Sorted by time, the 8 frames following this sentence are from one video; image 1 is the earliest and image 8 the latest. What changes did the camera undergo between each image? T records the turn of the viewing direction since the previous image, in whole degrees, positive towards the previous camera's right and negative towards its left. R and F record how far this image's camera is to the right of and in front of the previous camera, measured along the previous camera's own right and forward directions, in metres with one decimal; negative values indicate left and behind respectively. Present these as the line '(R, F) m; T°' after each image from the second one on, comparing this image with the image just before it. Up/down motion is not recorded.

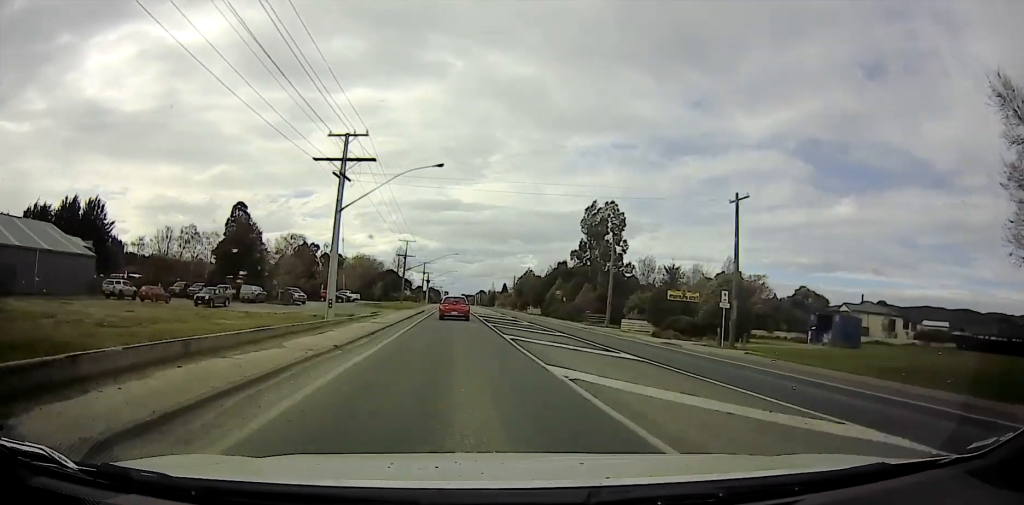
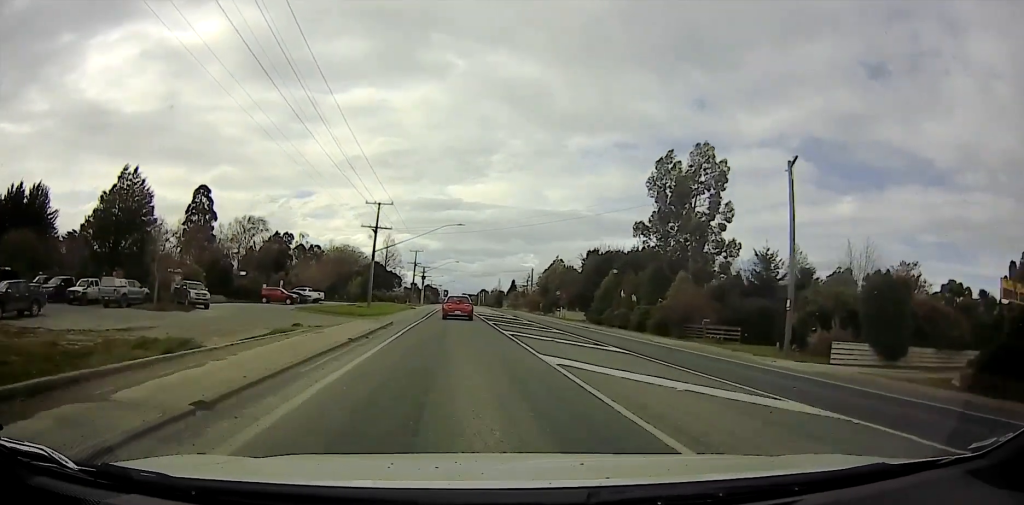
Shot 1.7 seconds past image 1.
(0.0, +33.5) m; 0°
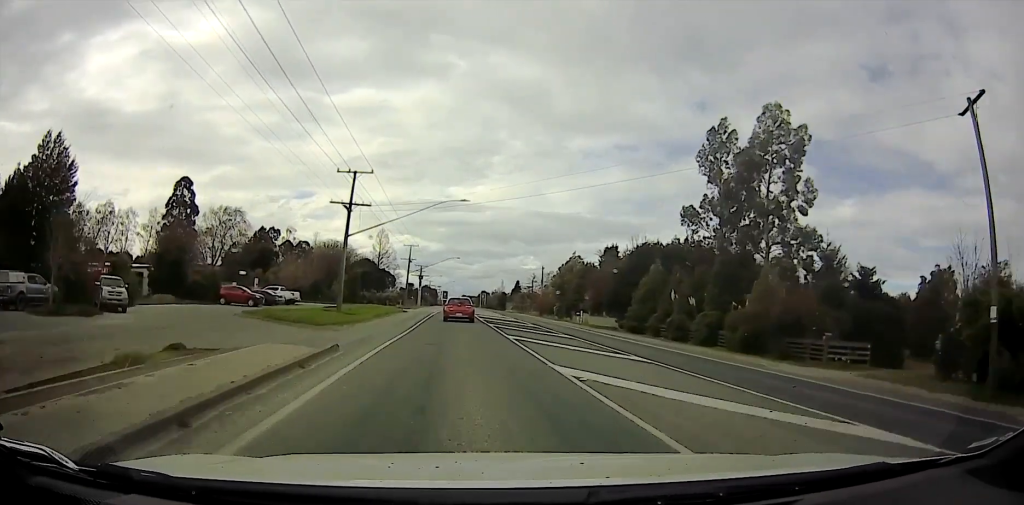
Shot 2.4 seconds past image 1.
(-0.2, +11.9) m; 0°
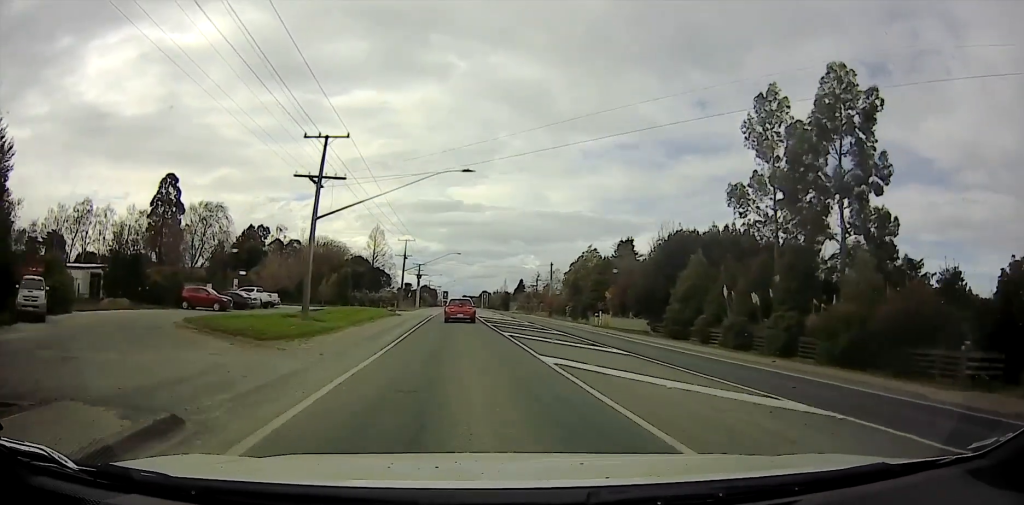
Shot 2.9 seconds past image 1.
(+0.1, +6.5) m; +1°
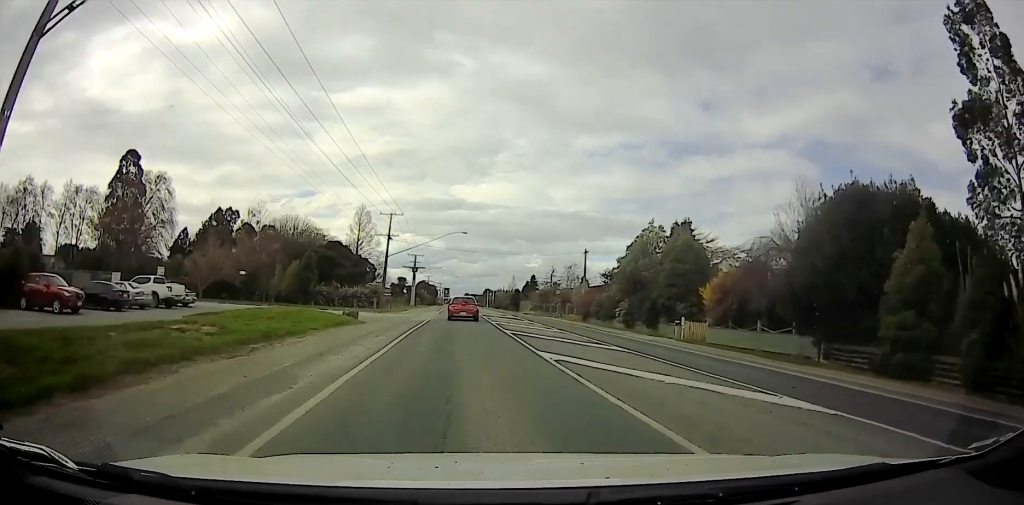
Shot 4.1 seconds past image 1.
(+0.4, +15.5) m; +2°
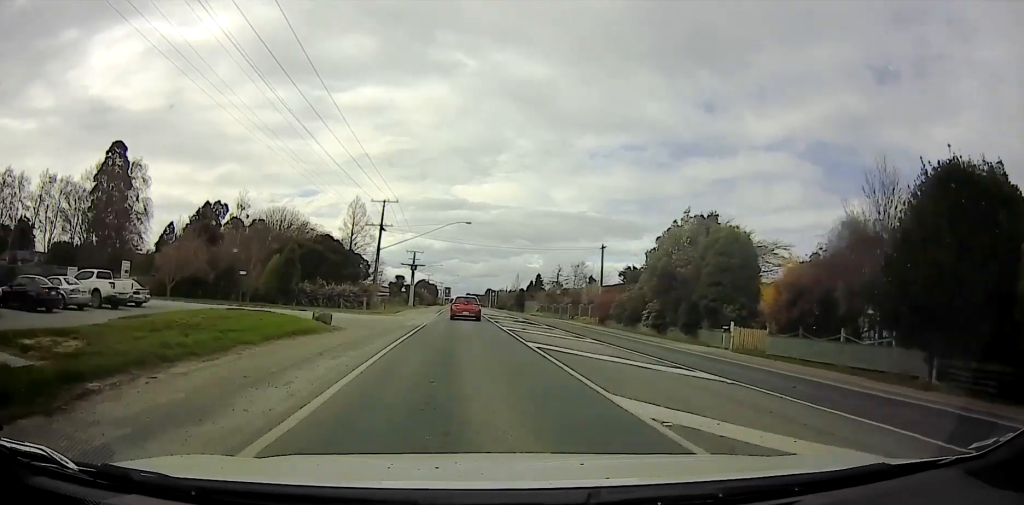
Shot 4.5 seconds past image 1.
(0.0, +5.0) m; 0°
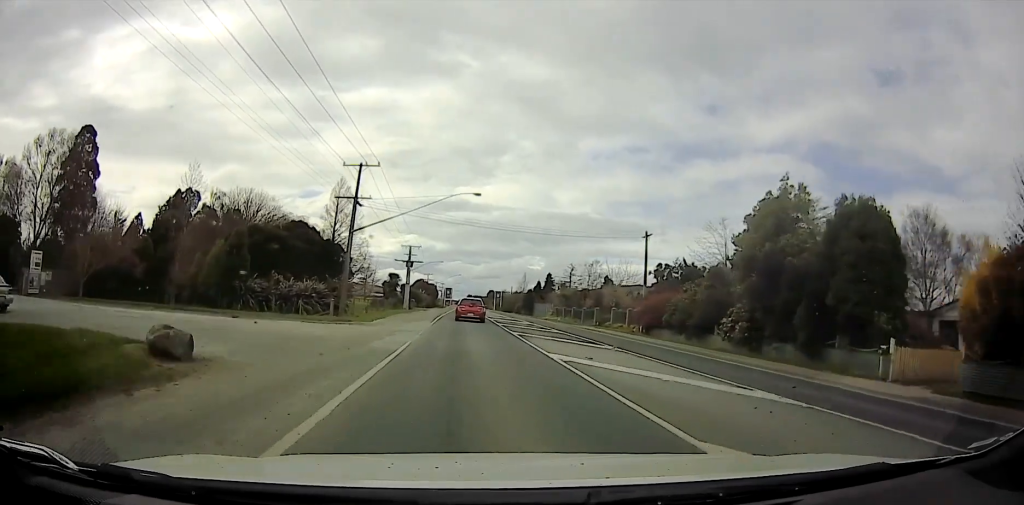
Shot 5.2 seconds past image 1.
(0.0, +10.4) m; 0°
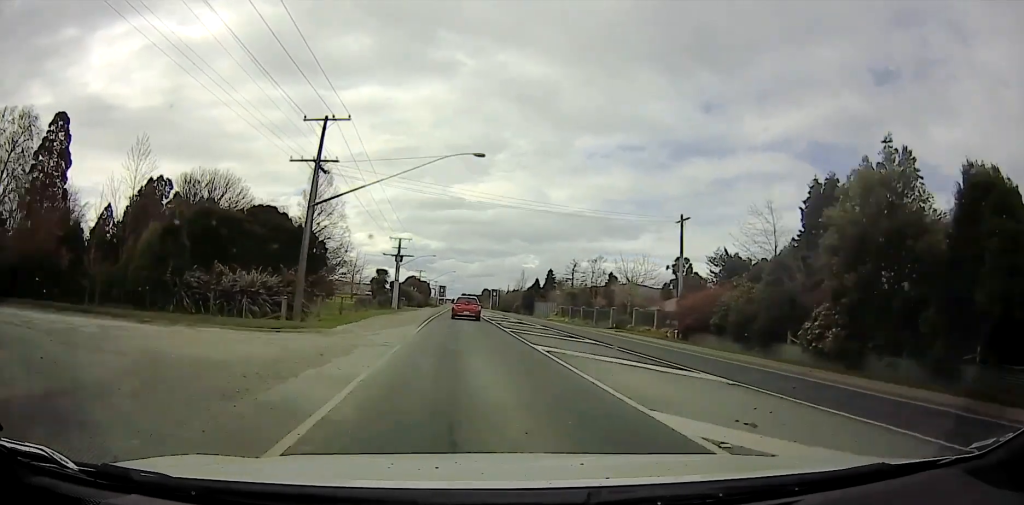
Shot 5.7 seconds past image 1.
(0.0, +7.0) m; 0°
